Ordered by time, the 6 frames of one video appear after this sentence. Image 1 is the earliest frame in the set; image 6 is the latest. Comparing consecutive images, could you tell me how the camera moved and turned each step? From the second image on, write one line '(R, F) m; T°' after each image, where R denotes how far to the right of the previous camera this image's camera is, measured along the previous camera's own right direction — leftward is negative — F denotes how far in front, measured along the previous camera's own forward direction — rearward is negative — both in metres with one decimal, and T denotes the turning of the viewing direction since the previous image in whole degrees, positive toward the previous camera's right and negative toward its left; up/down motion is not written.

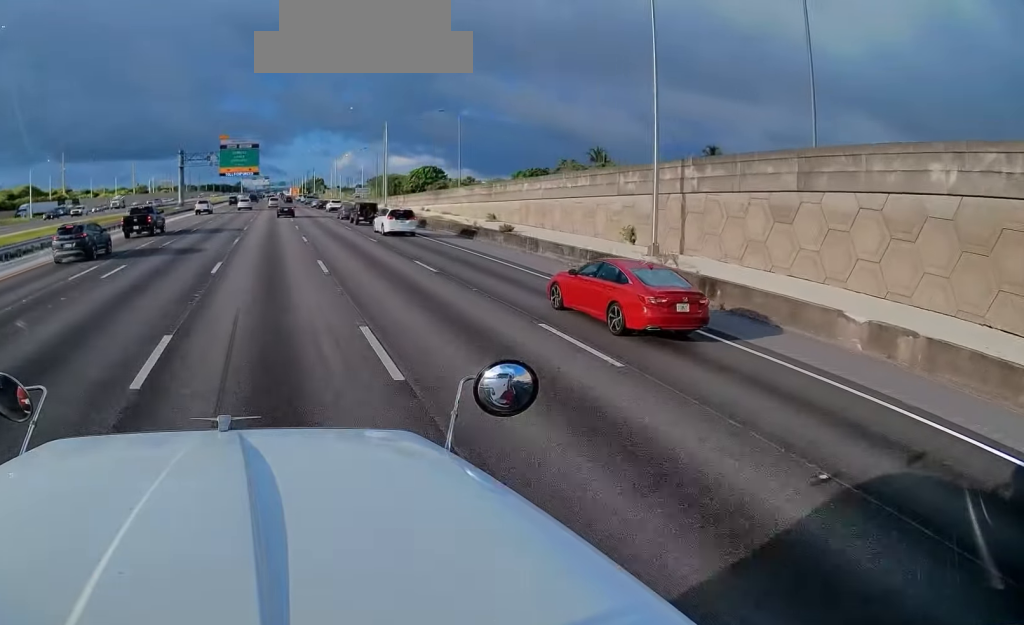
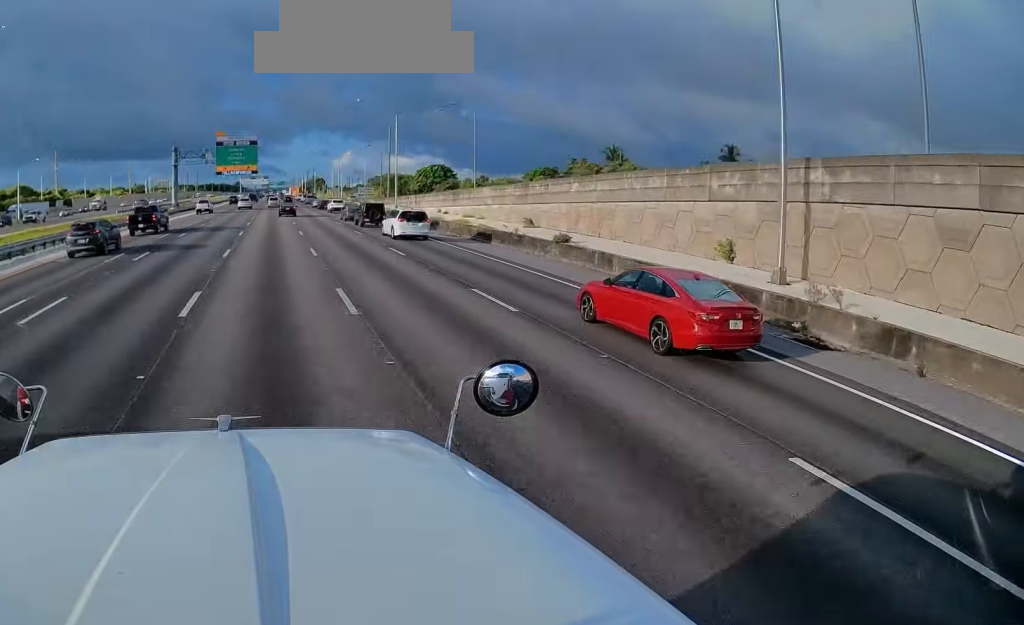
(0.0, +7.9) m; 0°
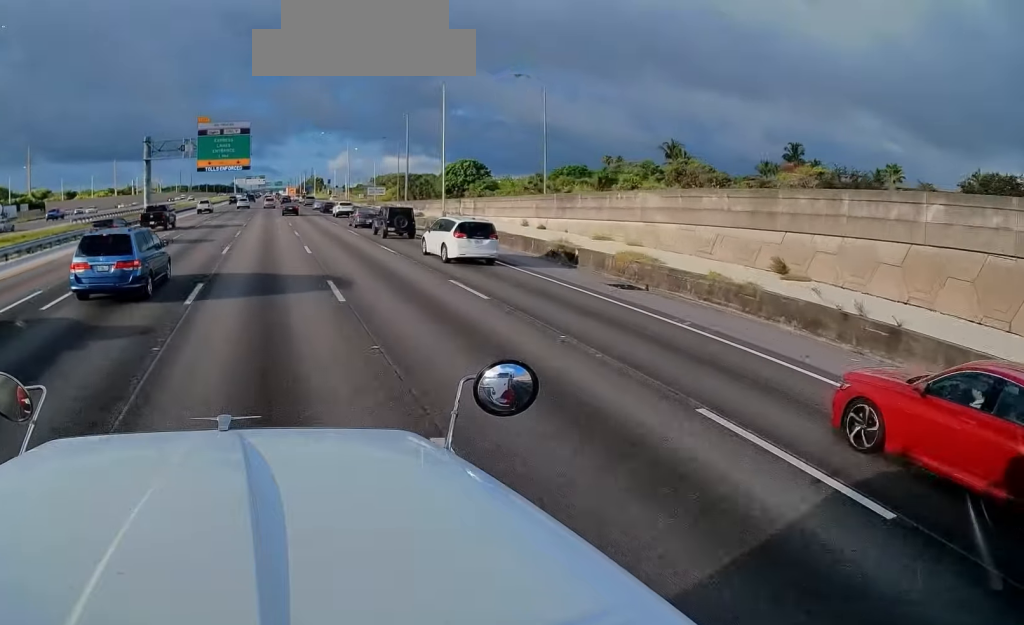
(0.0, +26.0) m; 0°
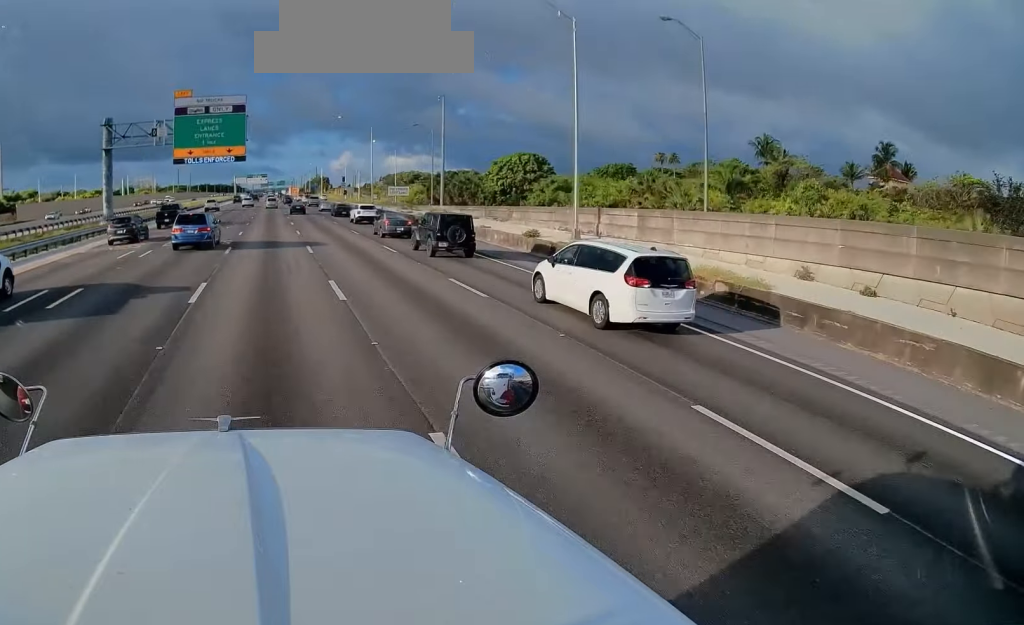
(0.0, +29.4) m; 0°
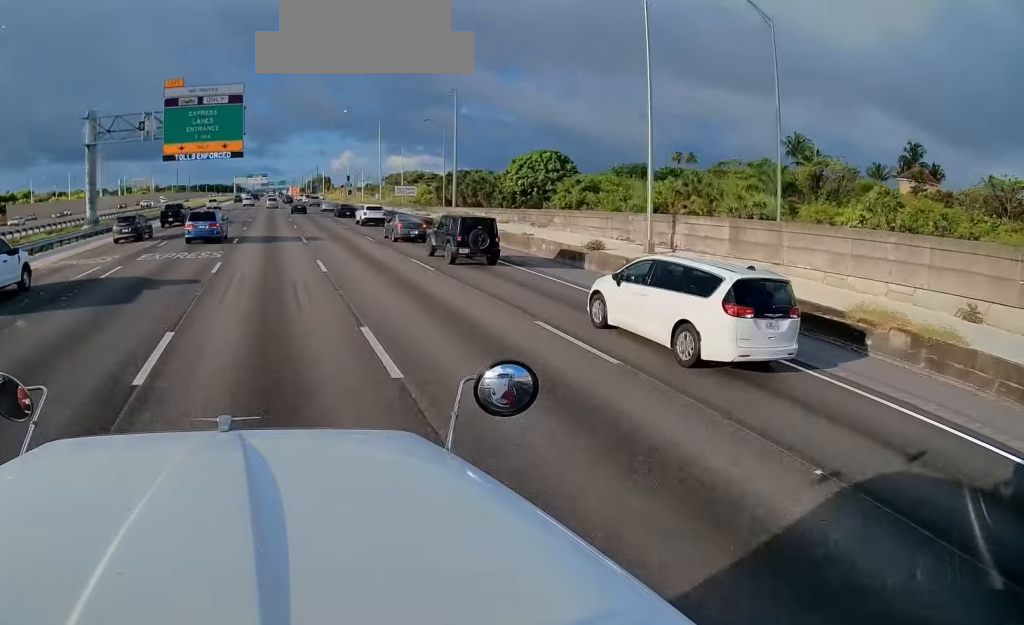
(0.0, +7.5) m; 0°
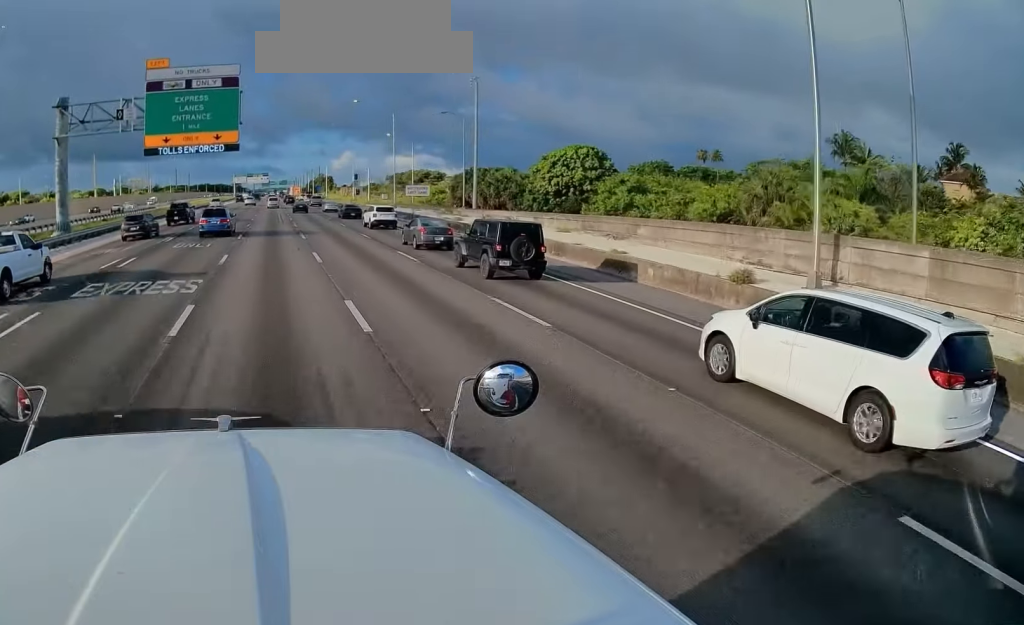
(0.0, +10.4) m; 0°
